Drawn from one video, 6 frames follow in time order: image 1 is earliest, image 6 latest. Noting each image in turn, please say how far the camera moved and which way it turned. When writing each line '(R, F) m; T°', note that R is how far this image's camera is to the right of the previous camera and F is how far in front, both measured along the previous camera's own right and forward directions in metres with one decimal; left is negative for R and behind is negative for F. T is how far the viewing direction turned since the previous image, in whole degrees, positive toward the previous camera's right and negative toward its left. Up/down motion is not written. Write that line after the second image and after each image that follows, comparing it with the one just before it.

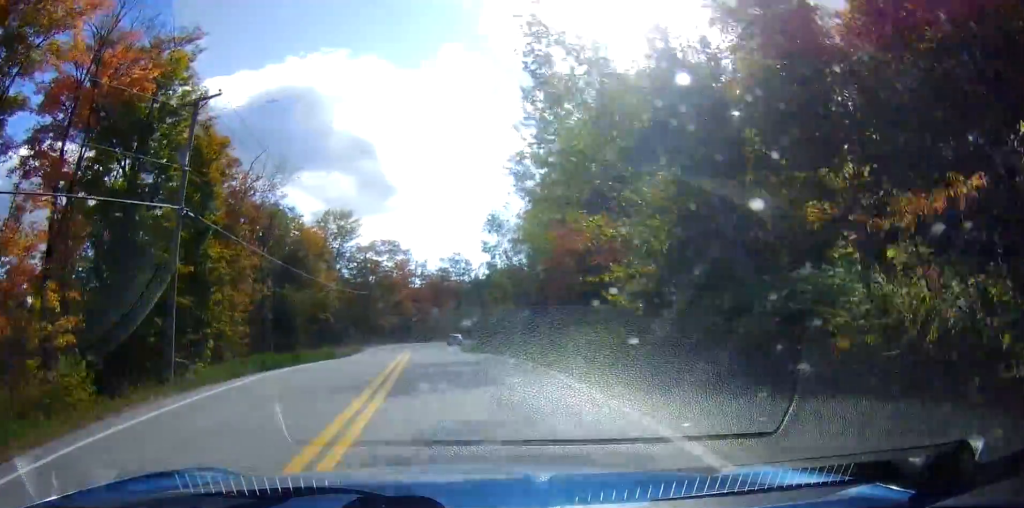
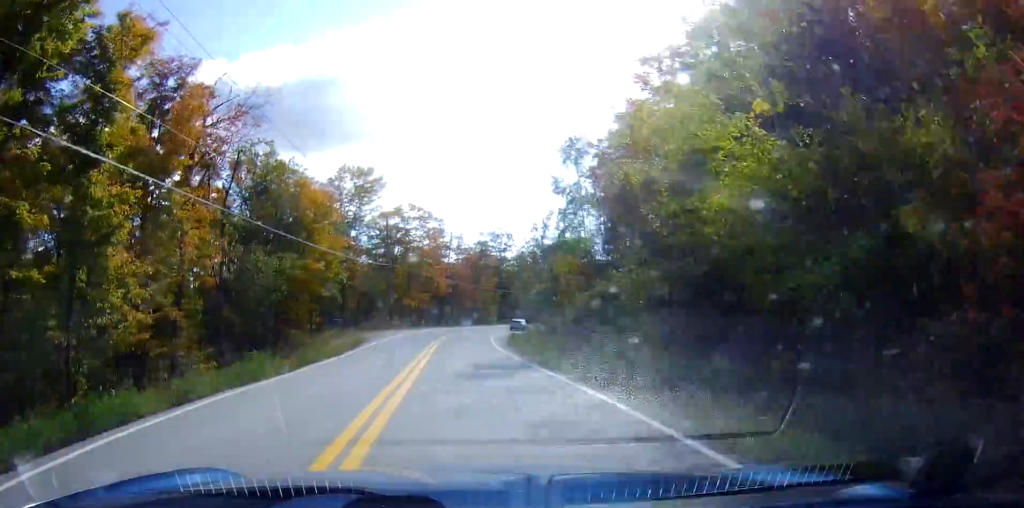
(0.0, +15.4) m; 0°
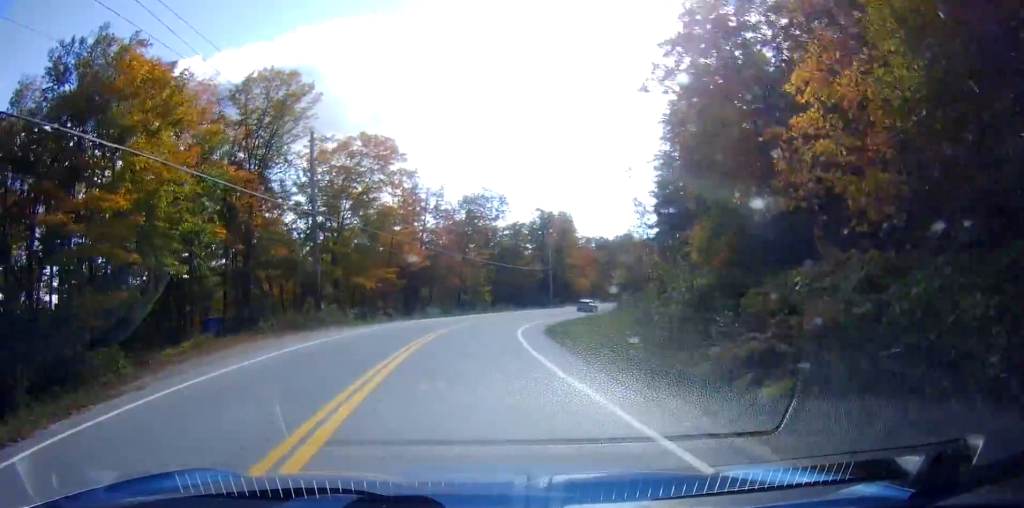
(0.0, +28.7) m; 0°
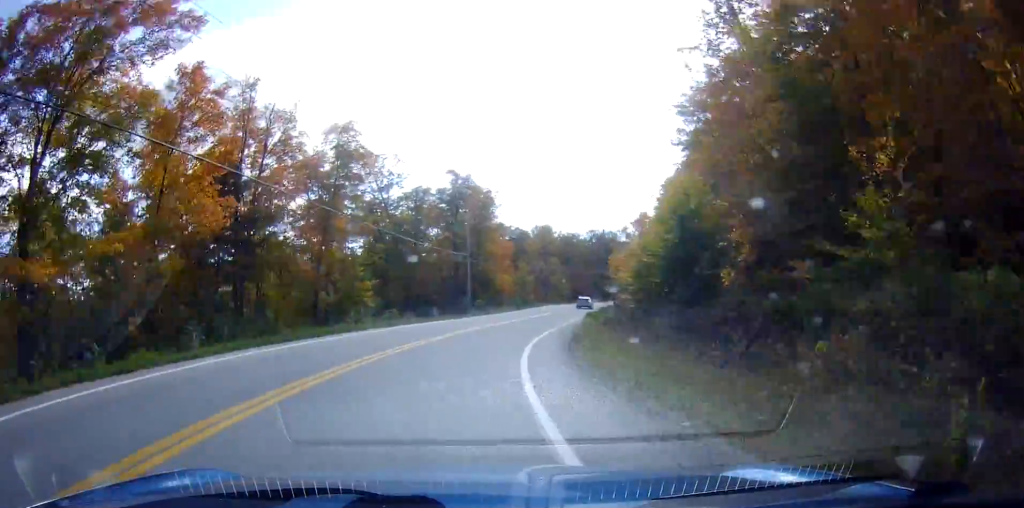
(+1.2, +34.7) m; +6°
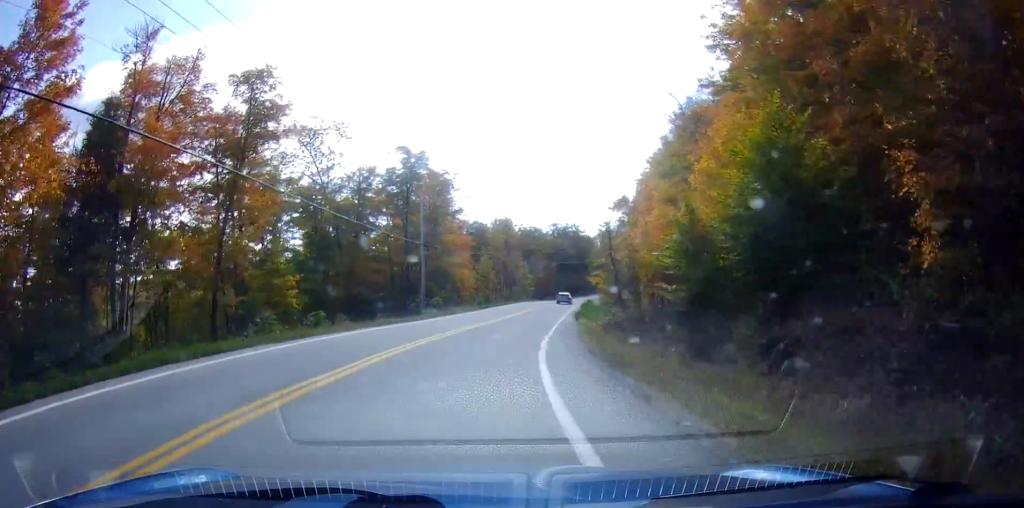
(-0.1, +11.4) m; +3°
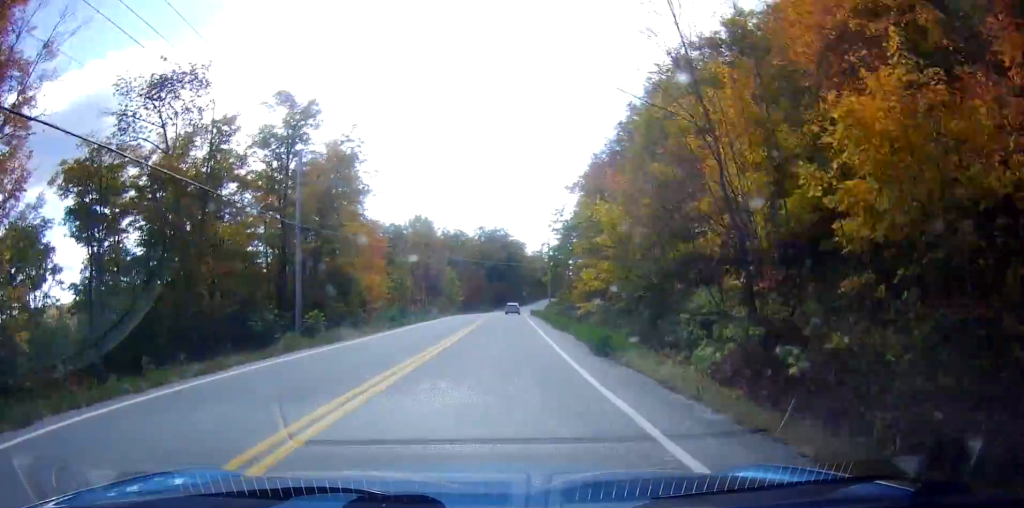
(+1.2, +20.5) m; +5°
